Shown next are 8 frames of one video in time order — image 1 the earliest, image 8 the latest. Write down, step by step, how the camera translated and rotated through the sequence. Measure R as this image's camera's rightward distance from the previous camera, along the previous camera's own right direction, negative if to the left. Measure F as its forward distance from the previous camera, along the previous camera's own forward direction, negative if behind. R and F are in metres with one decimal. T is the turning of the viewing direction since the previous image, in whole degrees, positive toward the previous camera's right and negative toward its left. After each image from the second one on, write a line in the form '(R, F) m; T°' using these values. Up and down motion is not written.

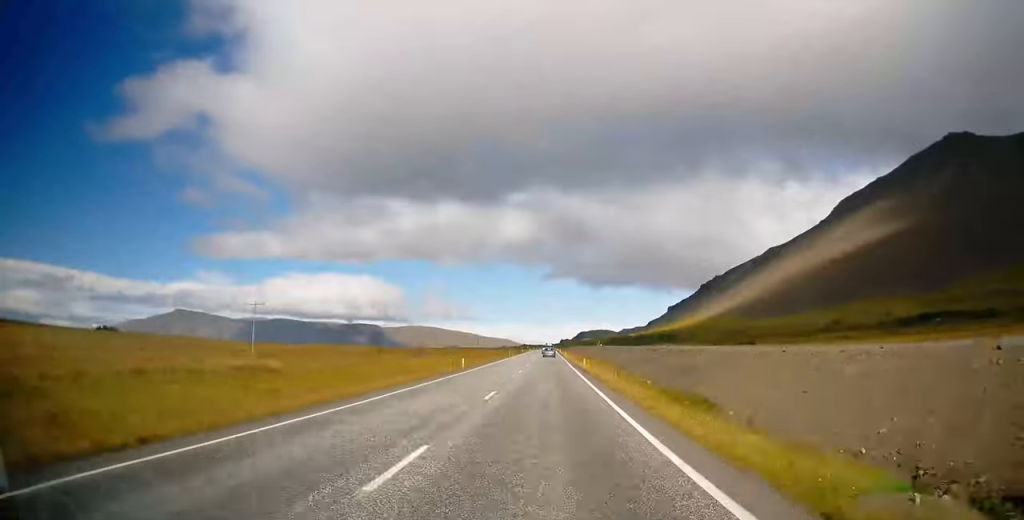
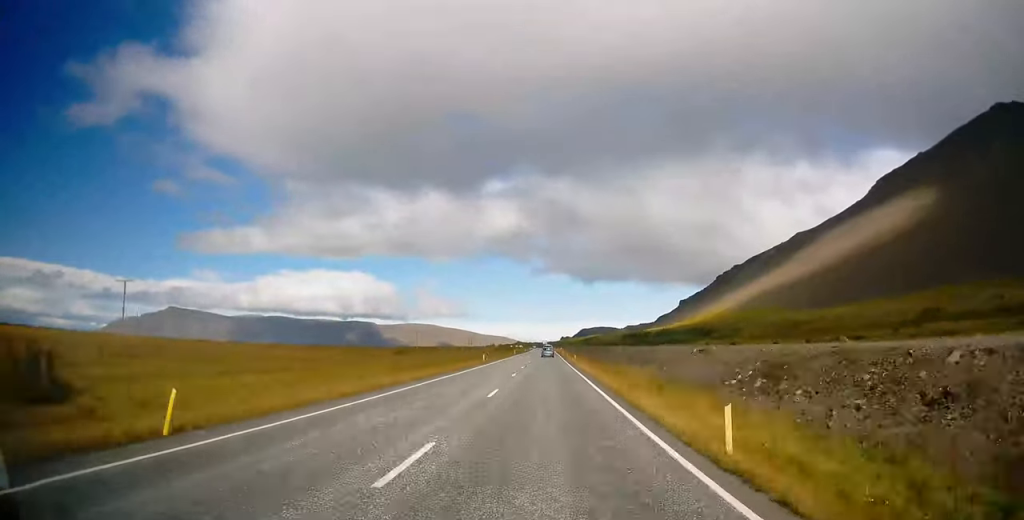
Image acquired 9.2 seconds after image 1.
(0.0, +187.8) m; 0°
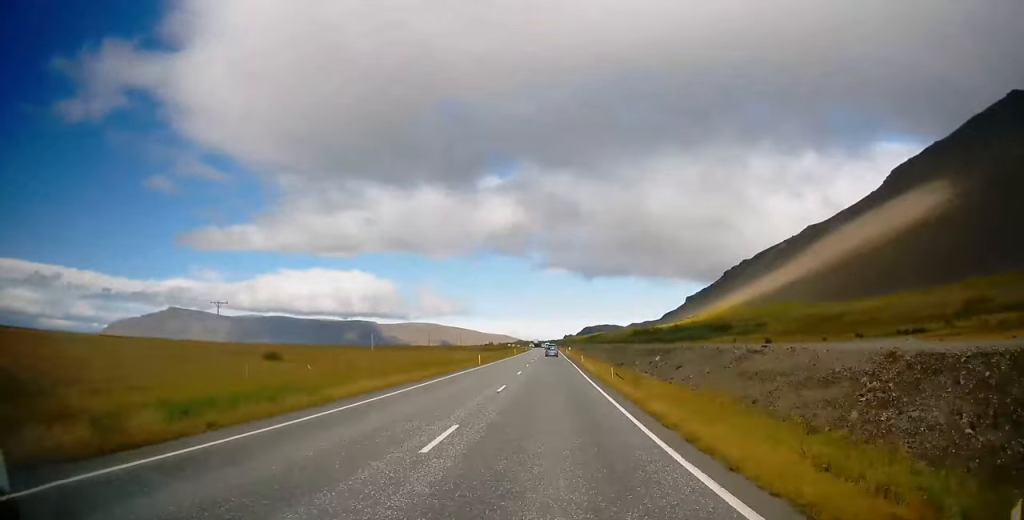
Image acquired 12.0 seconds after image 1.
(-0.1, +56.5) m; 0°
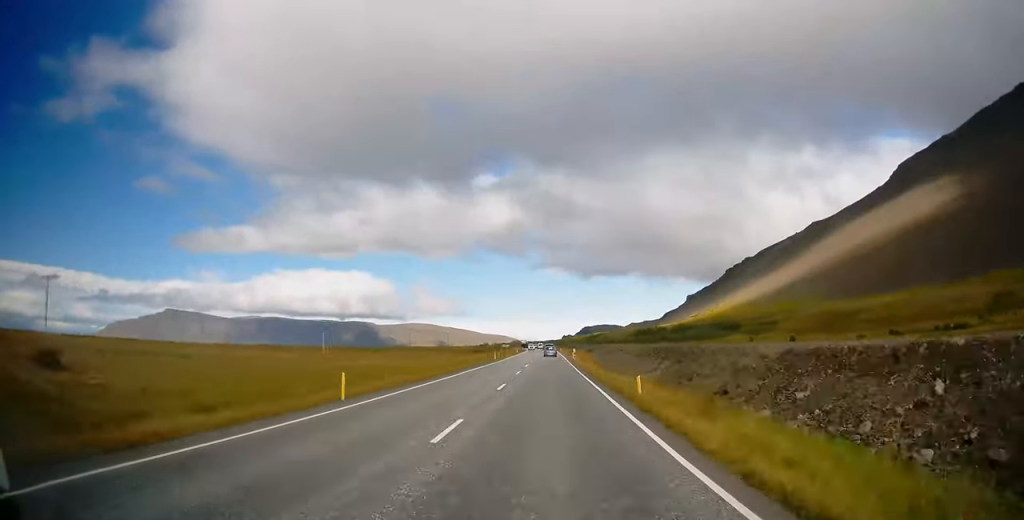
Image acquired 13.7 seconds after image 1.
(0.0, +35.0) m; 0°
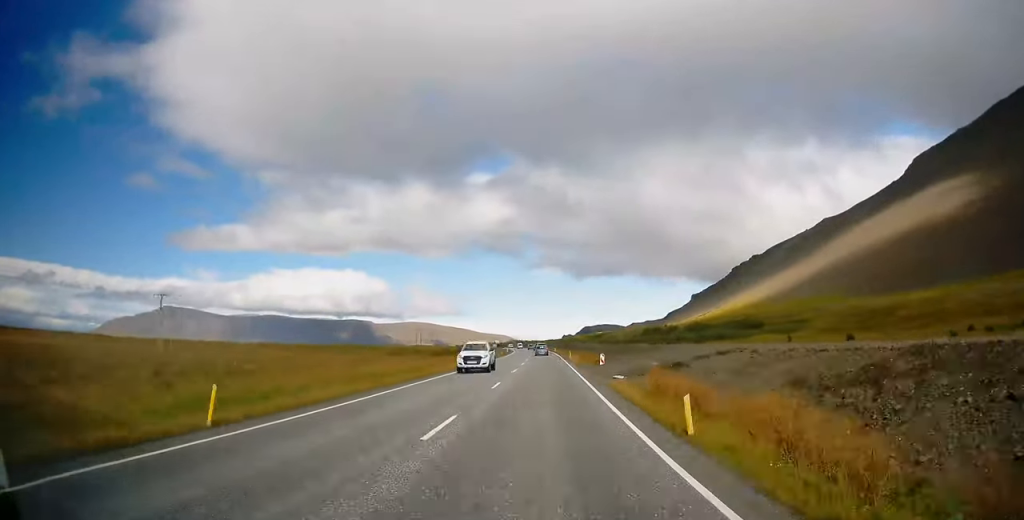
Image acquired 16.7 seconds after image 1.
(0.0, +58.4) m; -1°
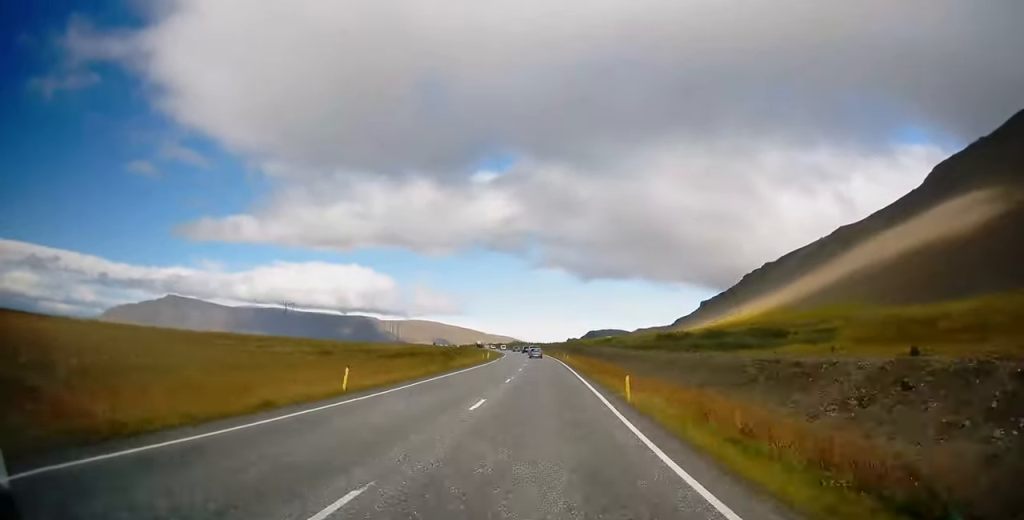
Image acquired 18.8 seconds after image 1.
(-0.1, +42.6) m; -1°
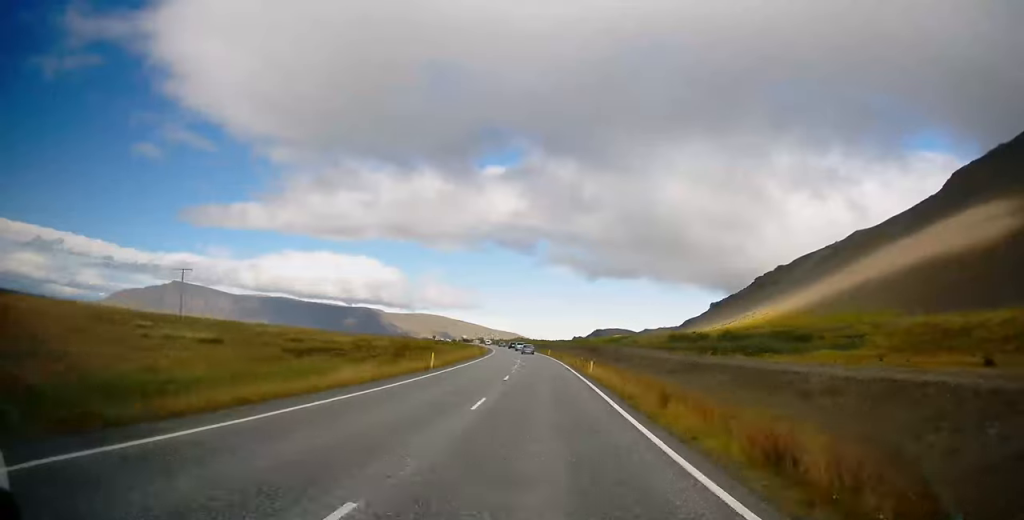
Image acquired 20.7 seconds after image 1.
(+0.1, +37.3) m; -1°
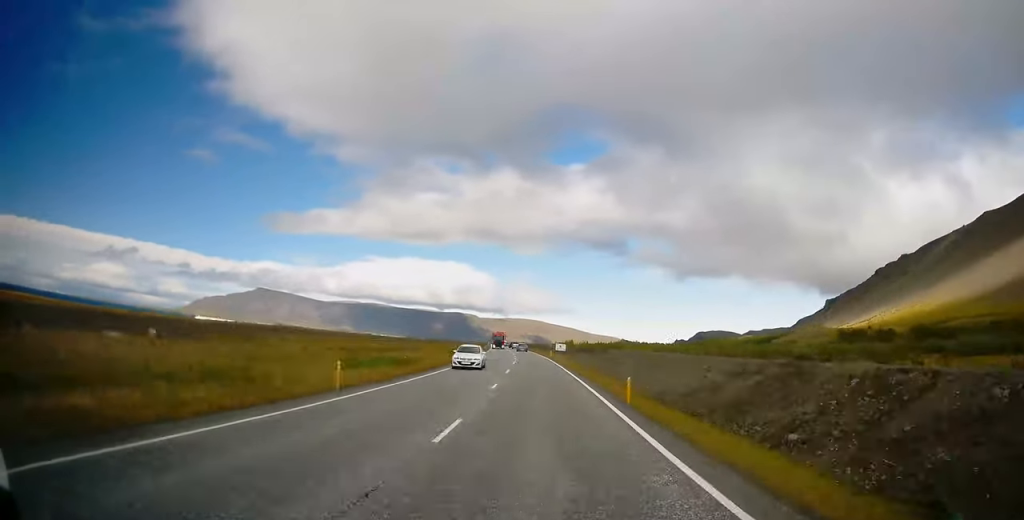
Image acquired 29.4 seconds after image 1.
(-13.7, +179.0) m; -9°
